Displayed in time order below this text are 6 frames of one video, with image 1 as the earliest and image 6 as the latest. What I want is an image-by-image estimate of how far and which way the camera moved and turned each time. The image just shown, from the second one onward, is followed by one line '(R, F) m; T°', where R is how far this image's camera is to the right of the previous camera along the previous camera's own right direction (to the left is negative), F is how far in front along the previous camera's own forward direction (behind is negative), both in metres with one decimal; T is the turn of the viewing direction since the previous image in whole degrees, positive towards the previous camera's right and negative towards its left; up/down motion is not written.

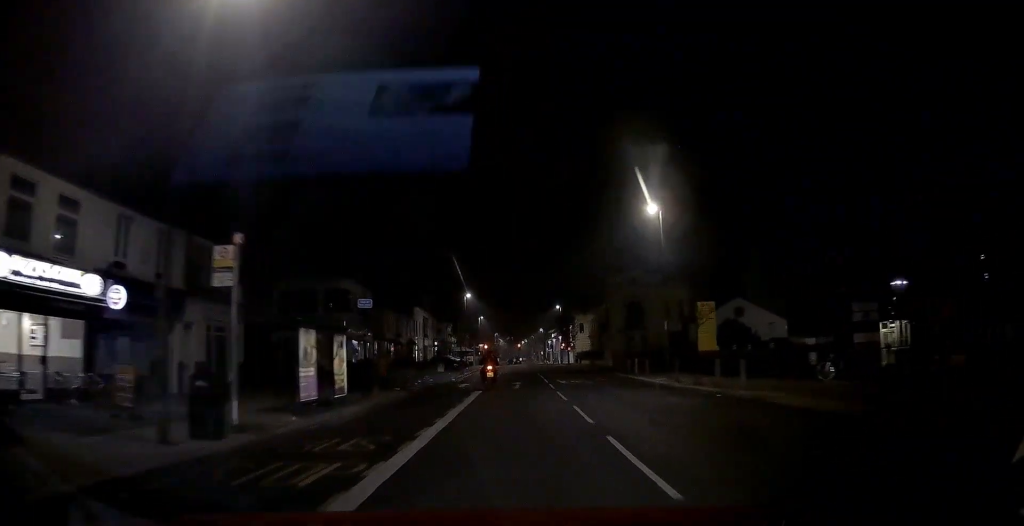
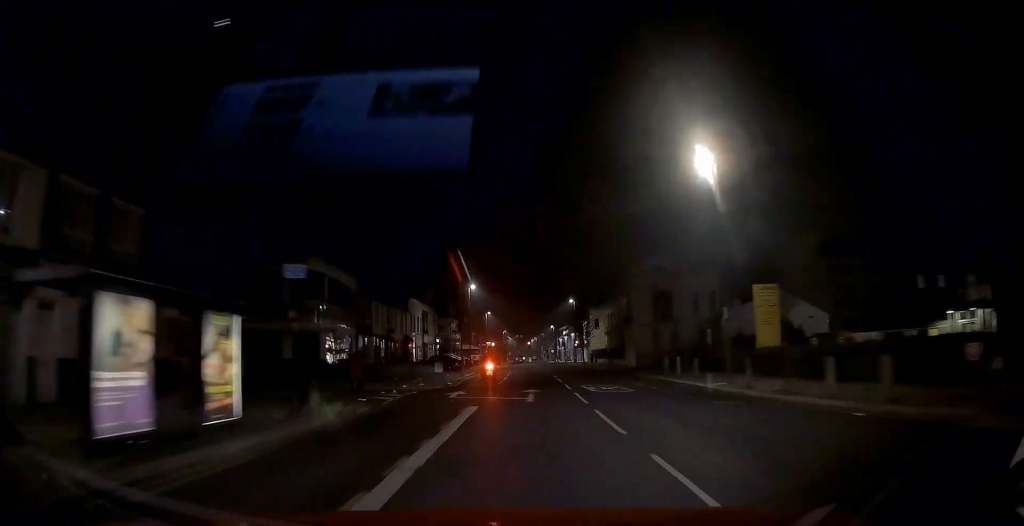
(0.0, +8.3) m; 0°
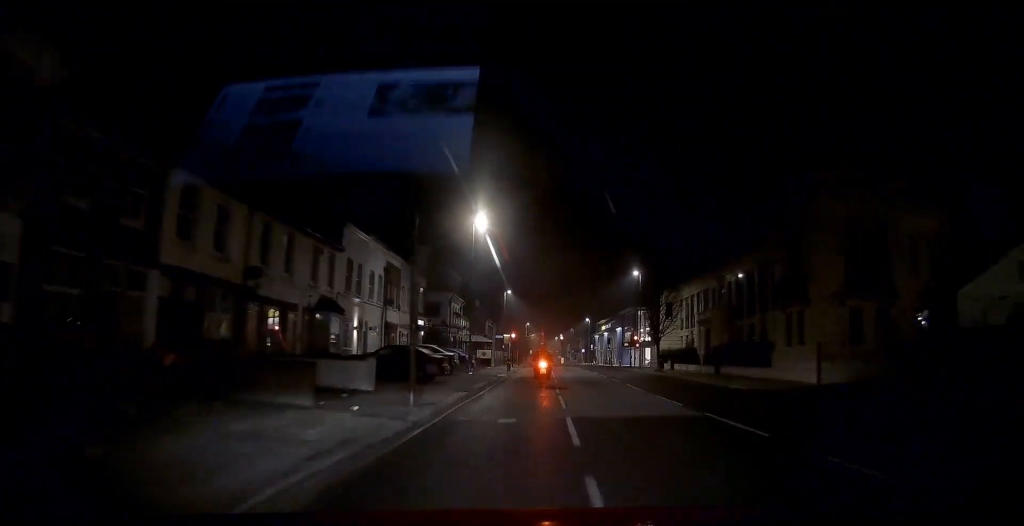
(-0.9, +34.3) m; -3°
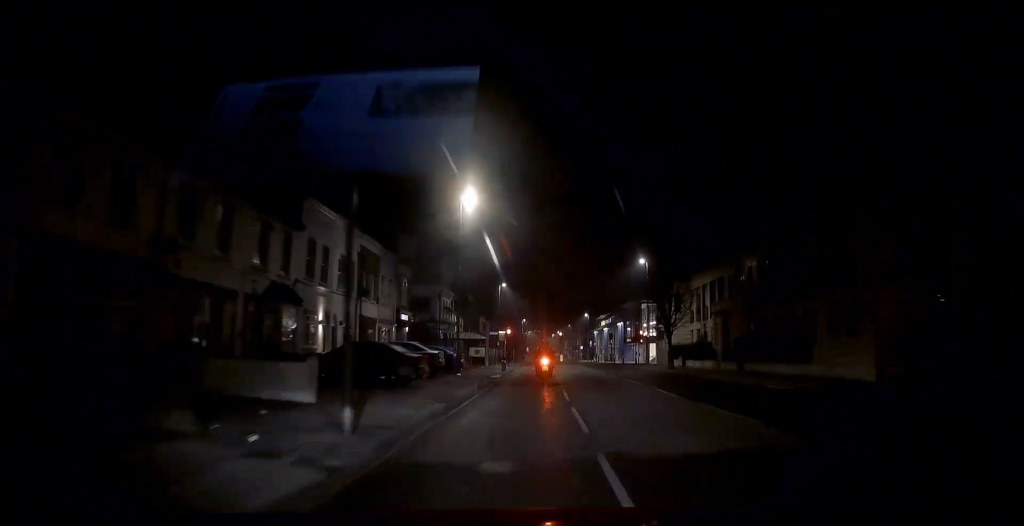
(0.0, +5.7) m; 0°
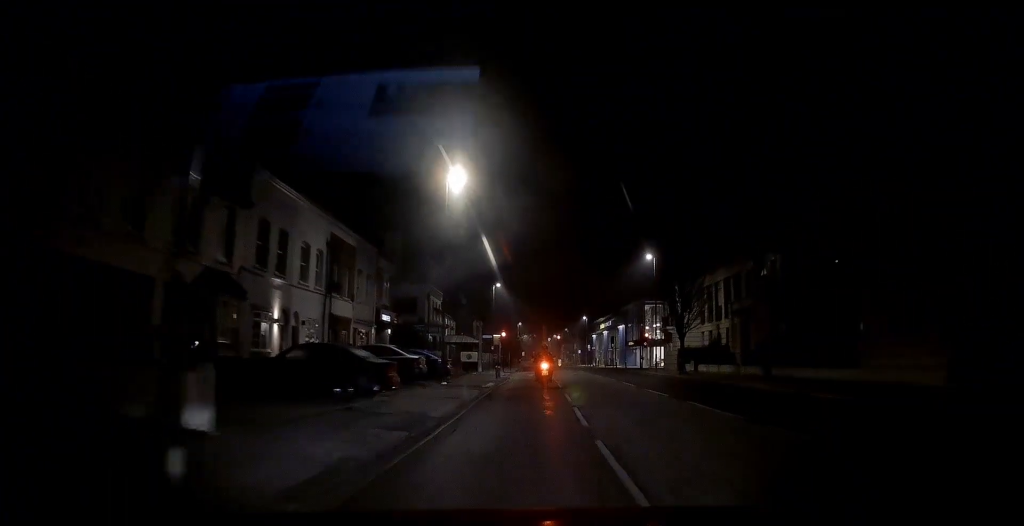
(0.0, +5.2) m; 0°
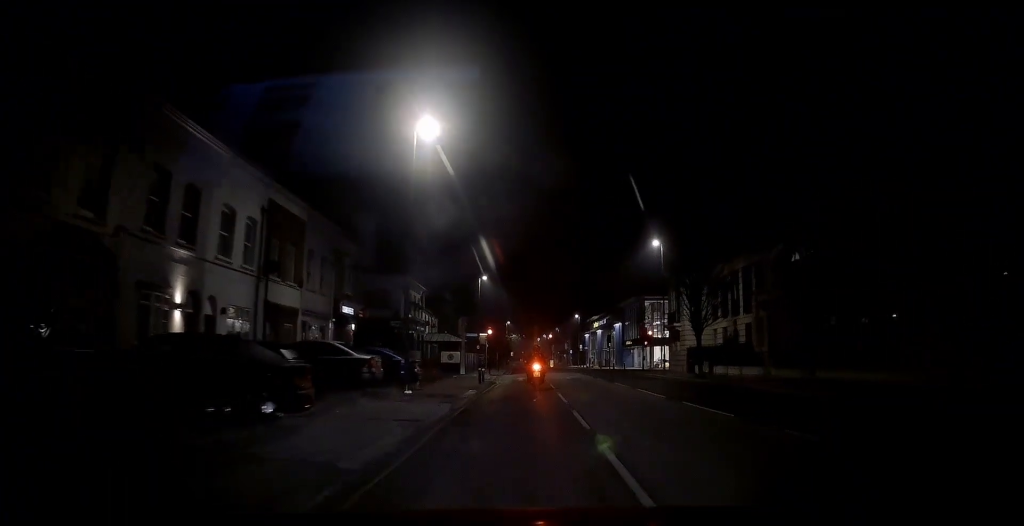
(+0.1, +6.9) m; +1°
